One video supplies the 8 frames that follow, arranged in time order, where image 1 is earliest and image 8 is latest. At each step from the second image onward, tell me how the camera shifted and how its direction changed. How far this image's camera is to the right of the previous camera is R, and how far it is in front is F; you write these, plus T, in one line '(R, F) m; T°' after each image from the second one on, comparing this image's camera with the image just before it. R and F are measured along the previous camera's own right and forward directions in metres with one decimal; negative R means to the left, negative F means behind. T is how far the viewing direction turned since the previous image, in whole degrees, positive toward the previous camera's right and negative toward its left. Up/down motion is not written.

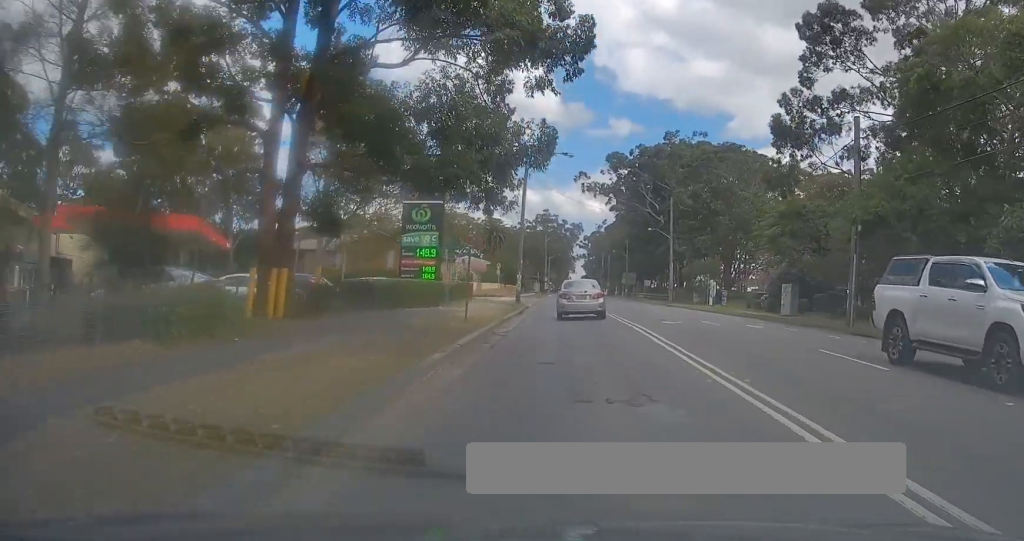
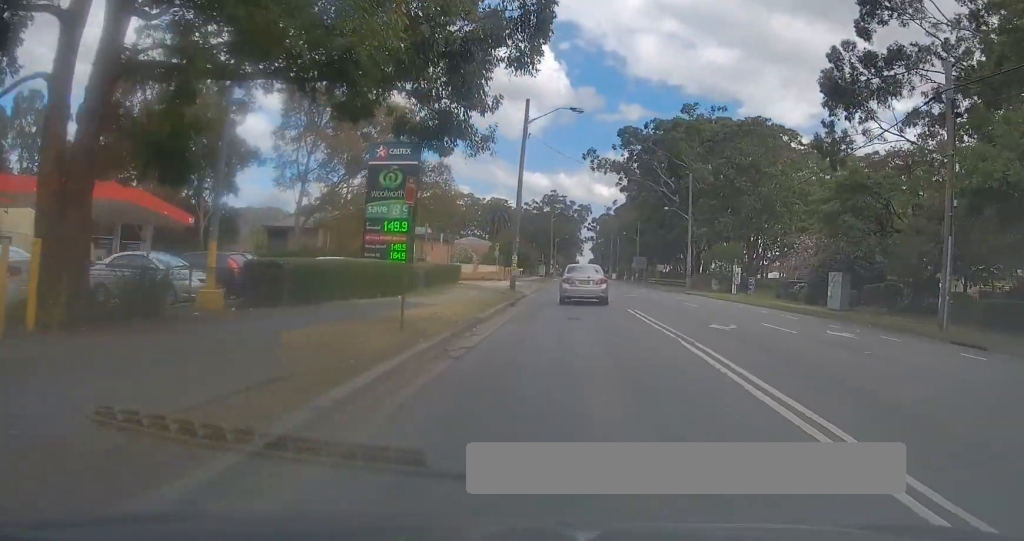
(-0.2, +7.4) m; -2°
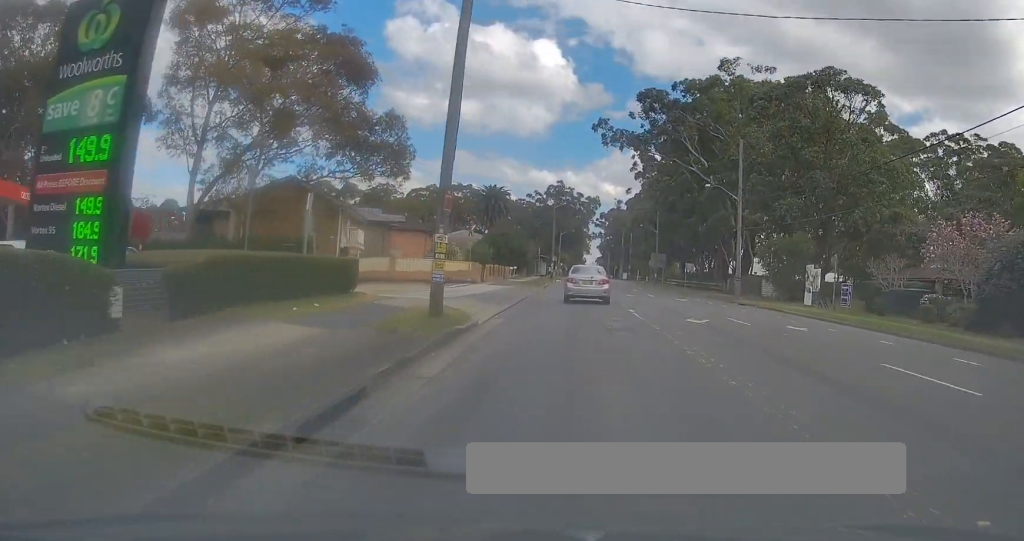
(-0.3, +19.4) m; 0°
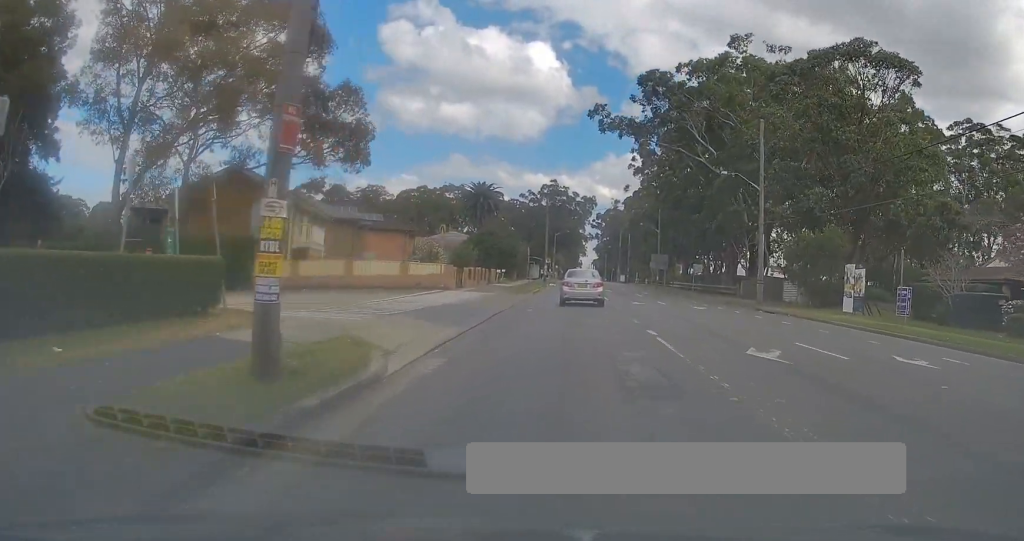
(0.0, +7.7) m; -1°
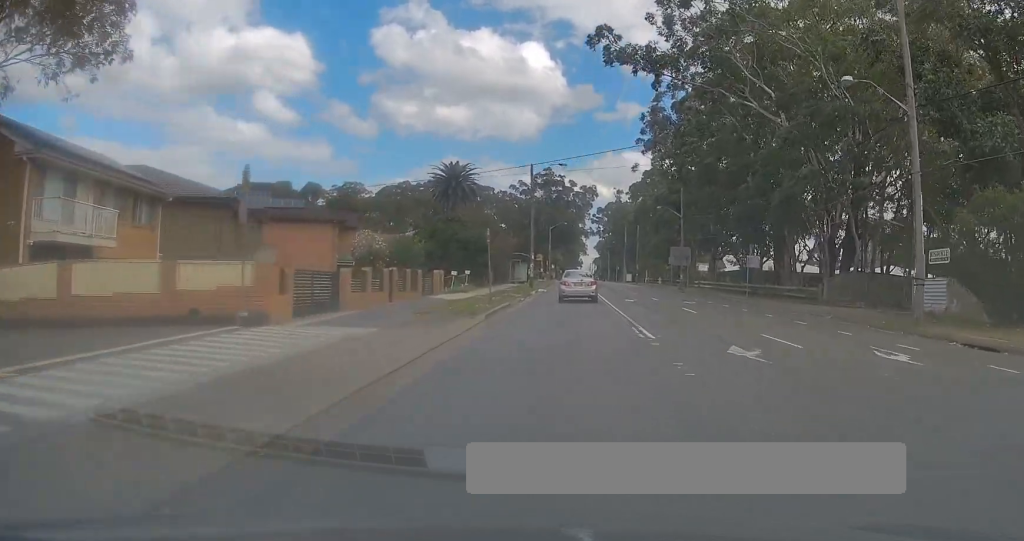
(+0.2, +21.7) m; +1°
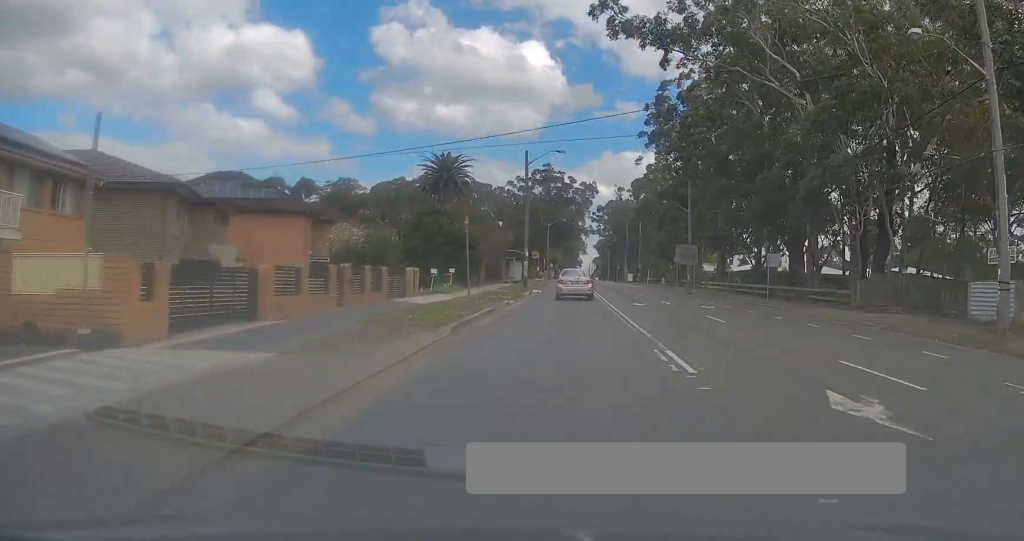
(+0.1, +4.9) m; 0°
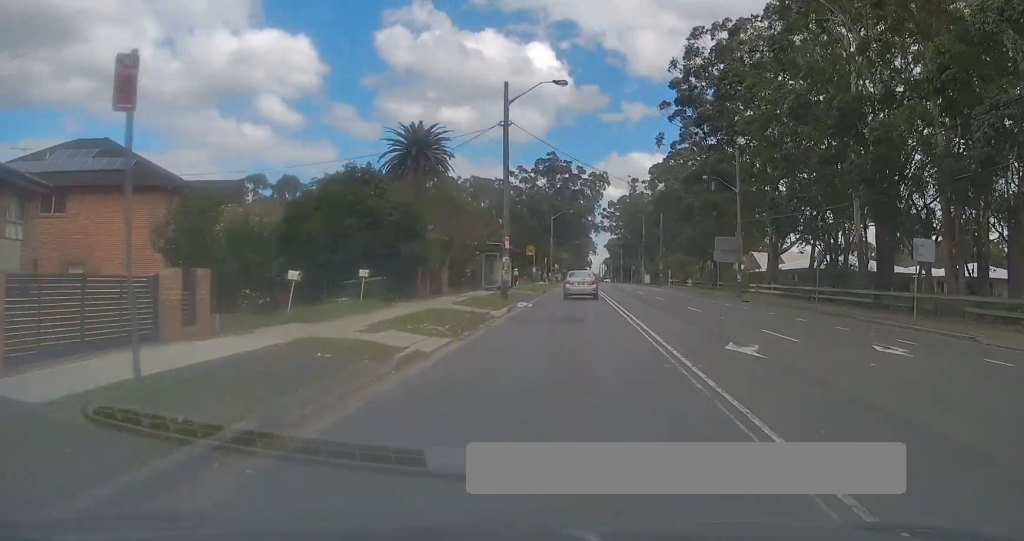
(-0.1, +17.6) m; 0°
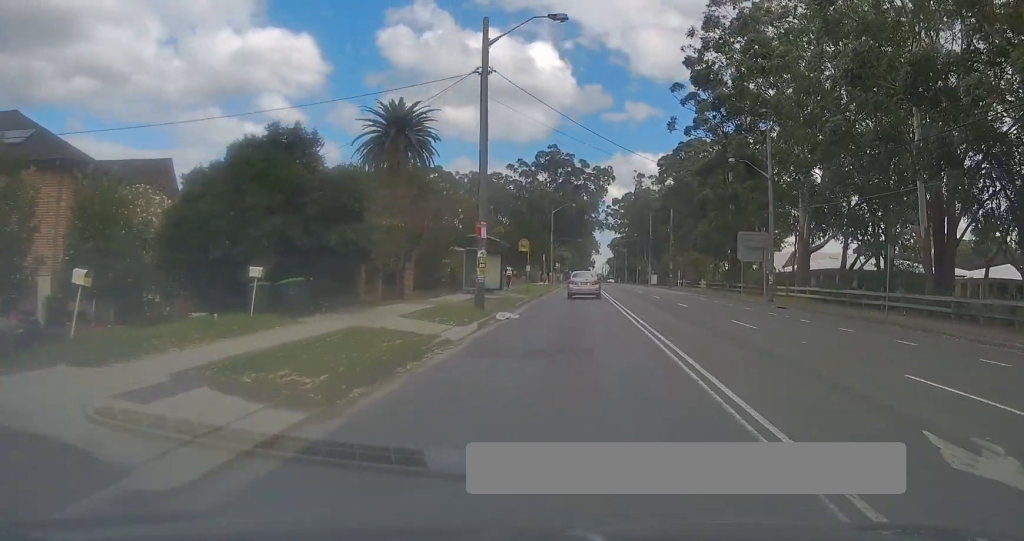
(0.0, +8.0) m; -1°
